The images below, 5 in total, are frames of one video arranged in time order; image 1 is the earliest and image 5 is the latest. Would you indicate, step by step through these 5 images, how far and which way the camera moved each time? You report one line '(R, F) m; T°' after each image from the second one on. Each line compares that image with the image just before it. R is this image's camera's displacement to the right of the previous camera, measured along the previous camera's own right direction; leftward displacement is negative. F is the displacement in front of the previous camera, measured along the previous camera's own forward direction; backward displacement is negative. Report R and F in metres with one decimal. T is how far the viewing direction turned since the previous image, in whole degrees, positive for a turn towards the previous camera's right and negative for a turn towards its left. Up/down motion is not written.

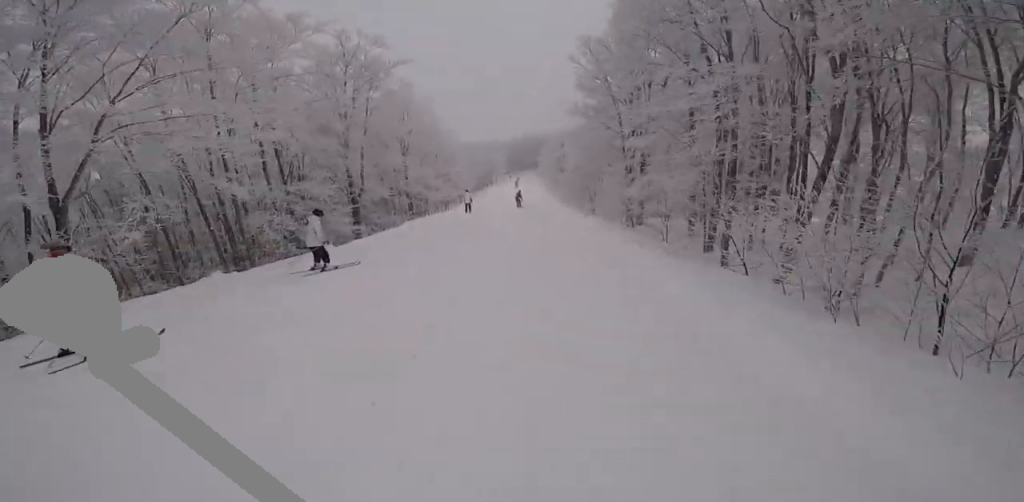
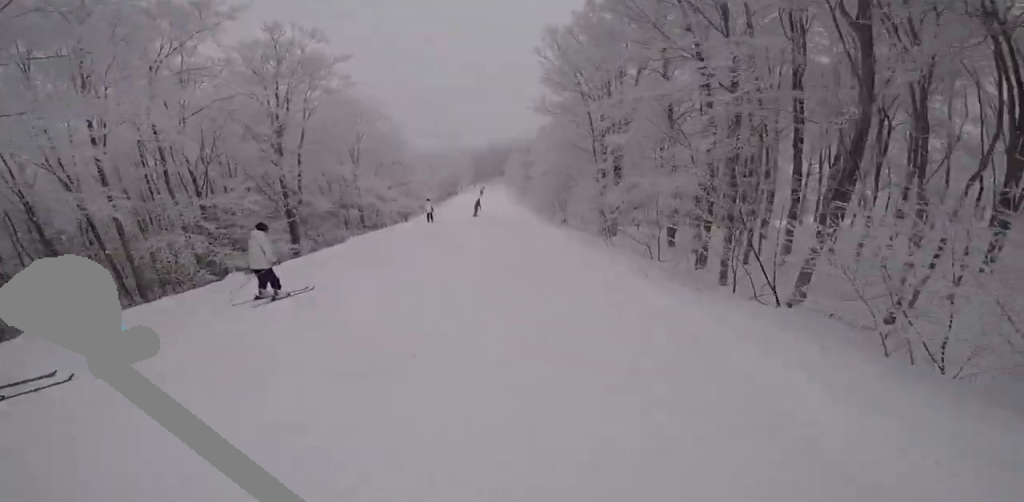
(-0.5, +2.9) m; -5°
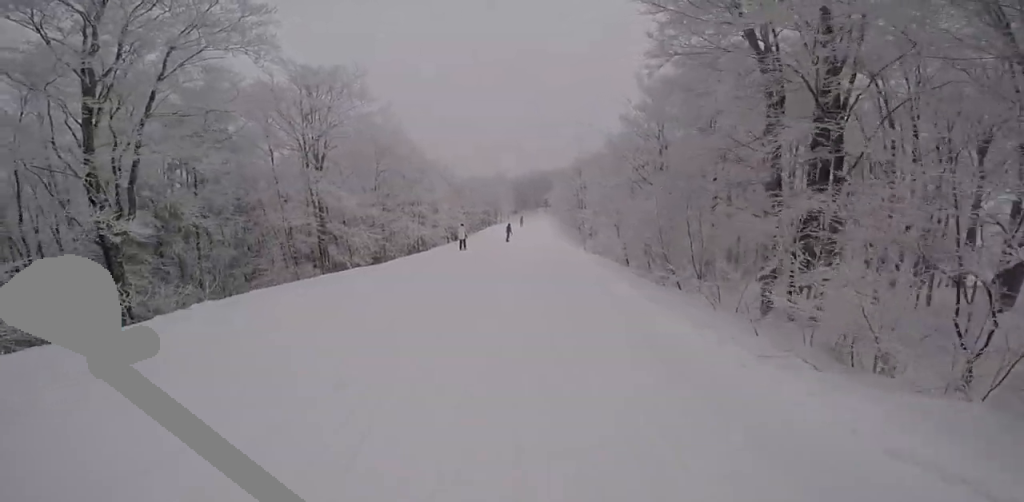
(-2.9, +13.3) m; -15°
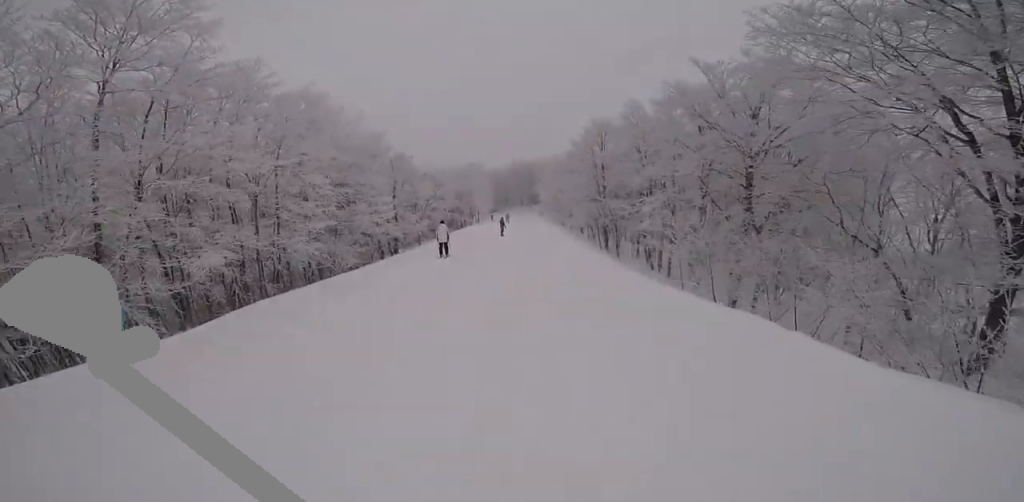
(+3.7, +22.0) m; +4°
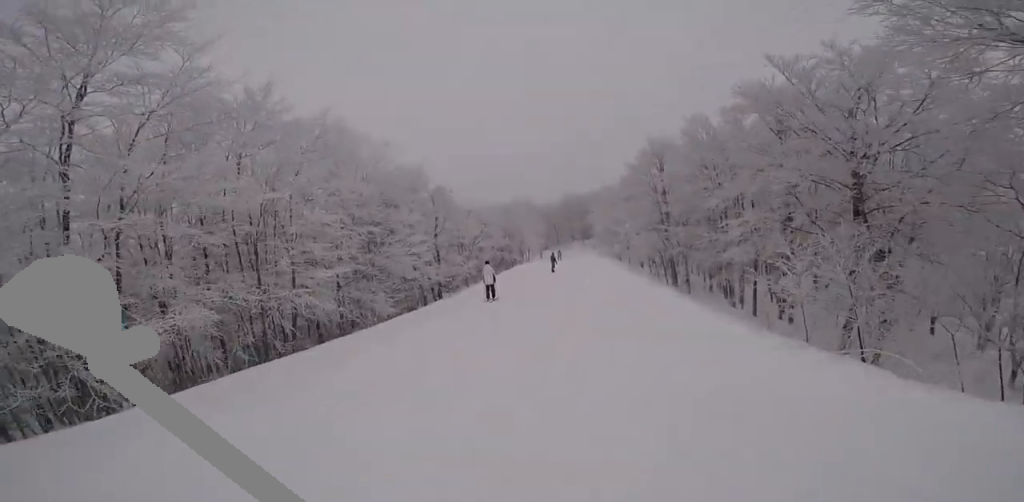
(+0.1, +3.5) m; -7°
